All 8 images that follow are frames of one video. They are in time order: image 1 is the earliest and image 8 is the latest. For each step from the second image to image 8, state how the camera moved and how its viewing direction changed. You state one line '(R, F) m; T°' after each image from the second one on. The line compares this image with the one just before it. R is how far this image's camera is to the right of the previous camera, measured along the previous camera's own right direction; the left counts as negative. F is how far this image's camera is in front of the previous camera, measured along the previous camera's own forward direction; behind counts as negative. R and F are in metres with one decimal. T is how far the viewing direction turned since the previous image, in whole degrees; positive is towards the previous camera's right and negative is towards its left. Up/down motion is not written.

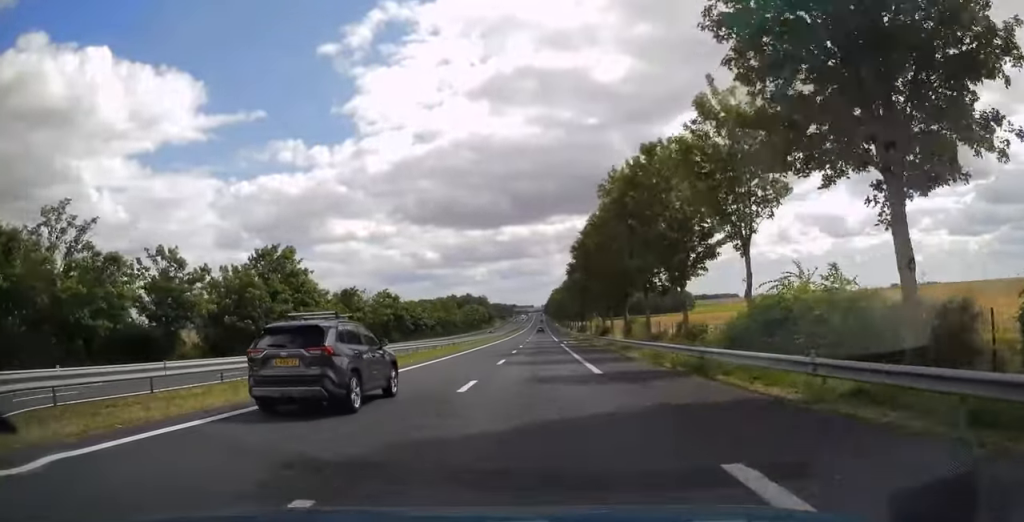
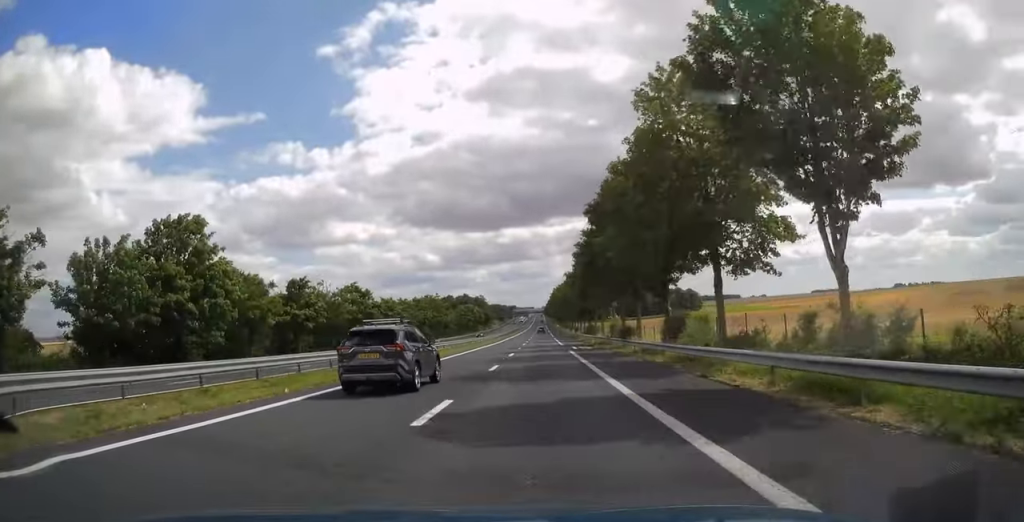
(0.0, +17.3) m; 0°
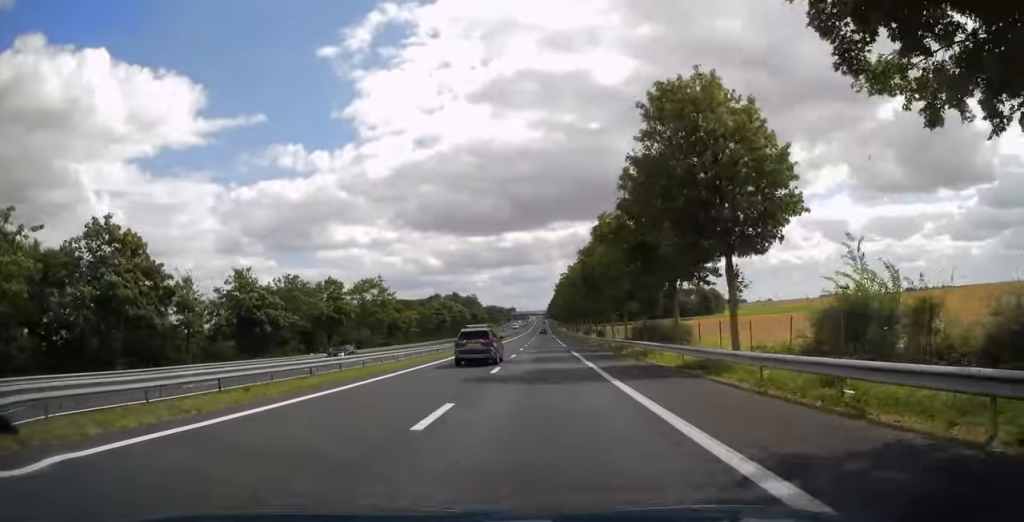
(0.0, +50.7) m; 0°
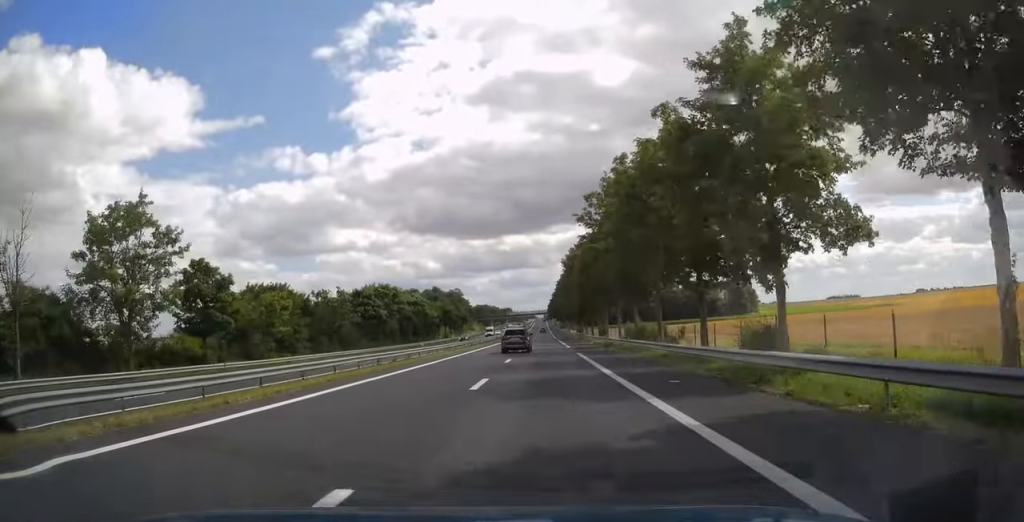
(0.0, +57.0) m; 0°
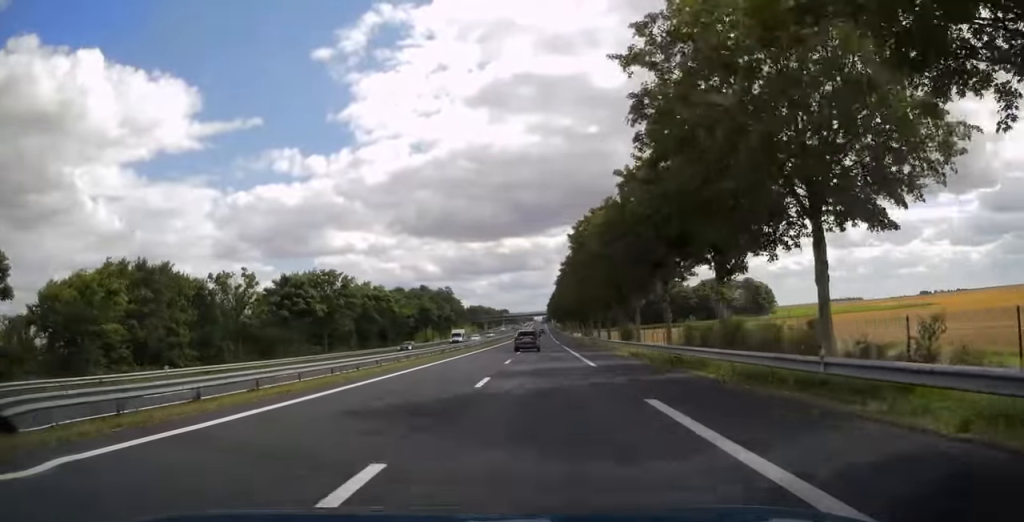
(-0.1, +24.1) m; 0°
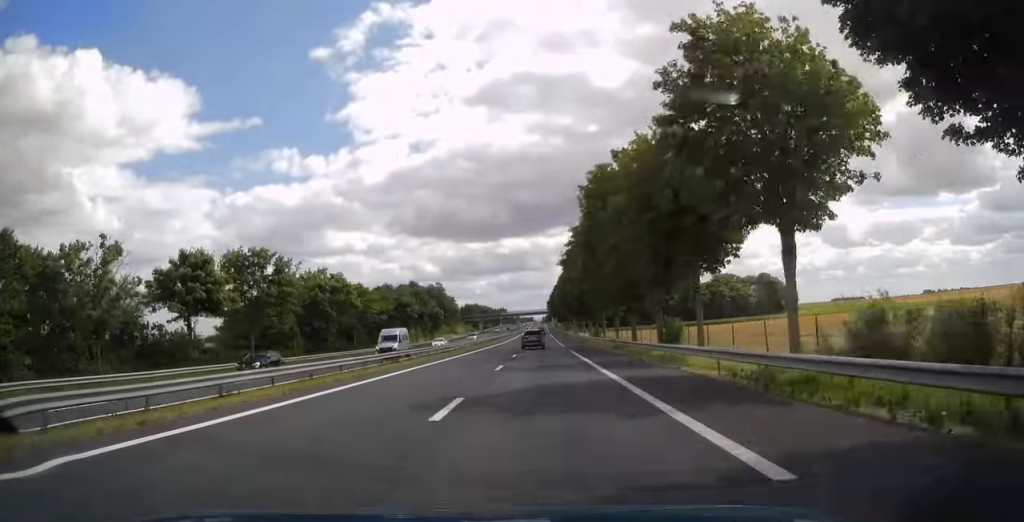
(0.0, +18.7) m; 0°
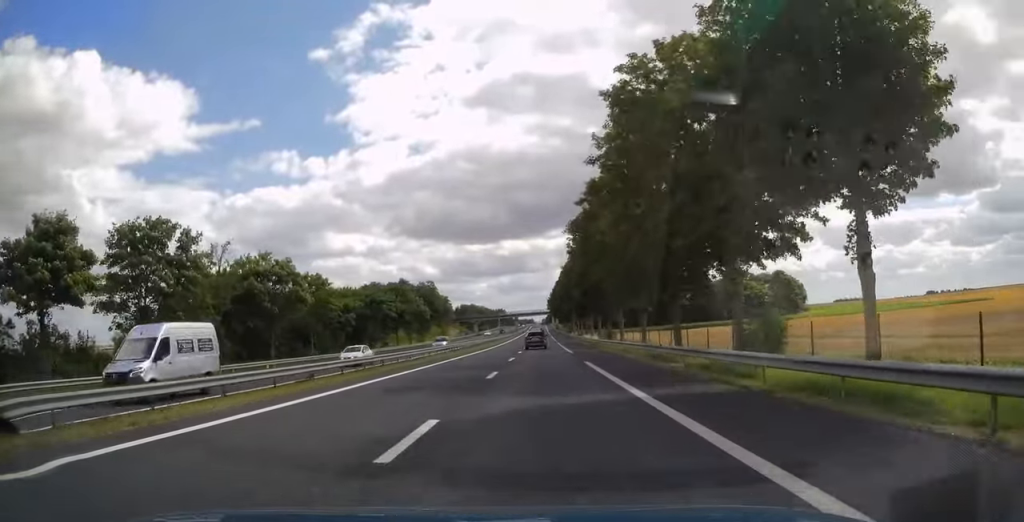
(0.0, +15.7) m; 0°
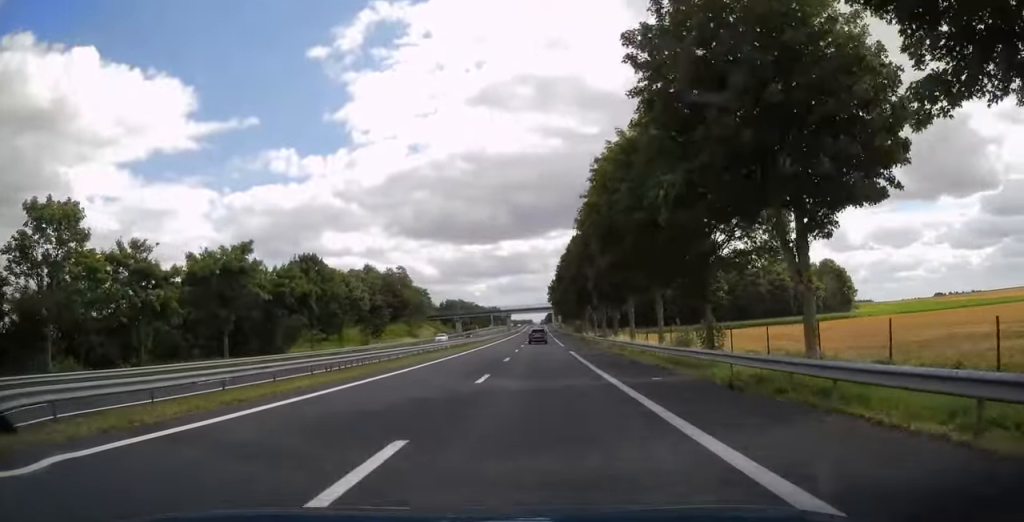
(0.0, +39.7) m; 0°
